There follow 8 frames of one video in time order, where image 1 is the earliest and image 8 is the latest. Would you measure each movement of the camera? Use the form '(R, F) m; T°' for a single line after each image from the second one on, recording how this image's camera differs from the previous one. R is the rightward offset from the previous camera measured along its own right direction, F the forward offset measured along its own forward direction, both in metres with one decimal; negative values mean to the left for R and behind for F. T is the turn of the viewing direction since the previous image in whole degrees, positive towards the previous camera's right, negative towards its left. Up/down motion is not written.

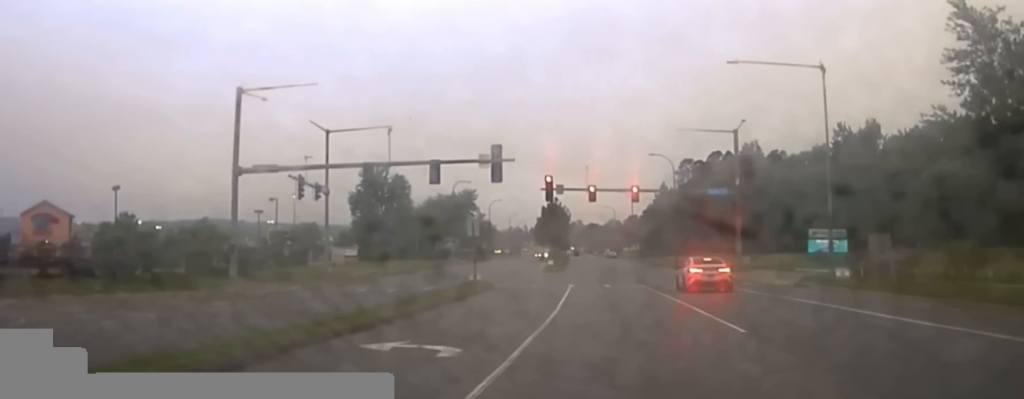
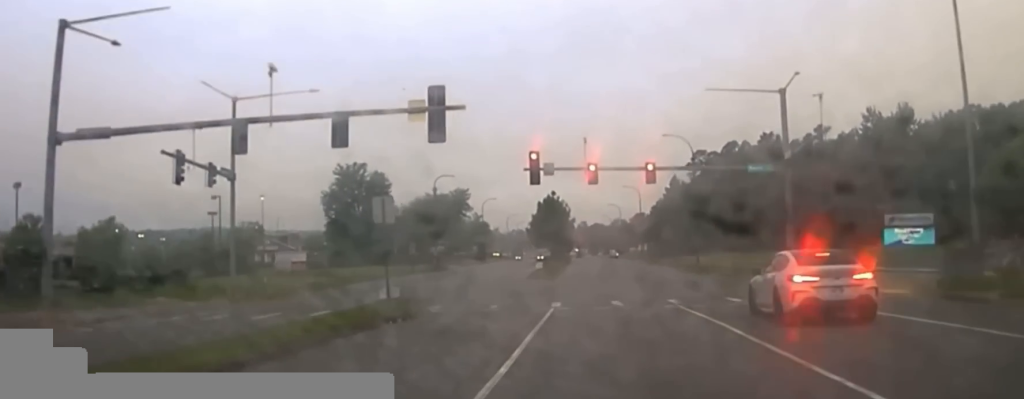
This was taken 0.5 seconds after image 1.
(-0.1, +19.5) m; 0°
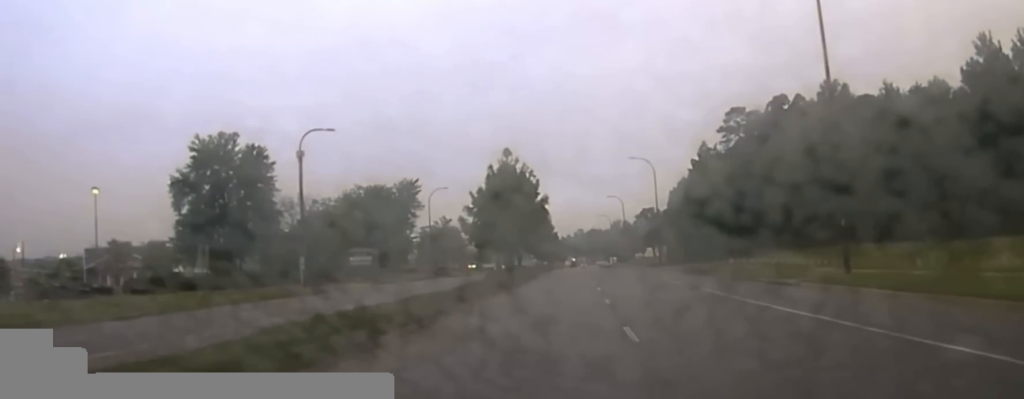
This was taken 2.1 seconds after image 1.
(-0.1, +53.4) m; 0°
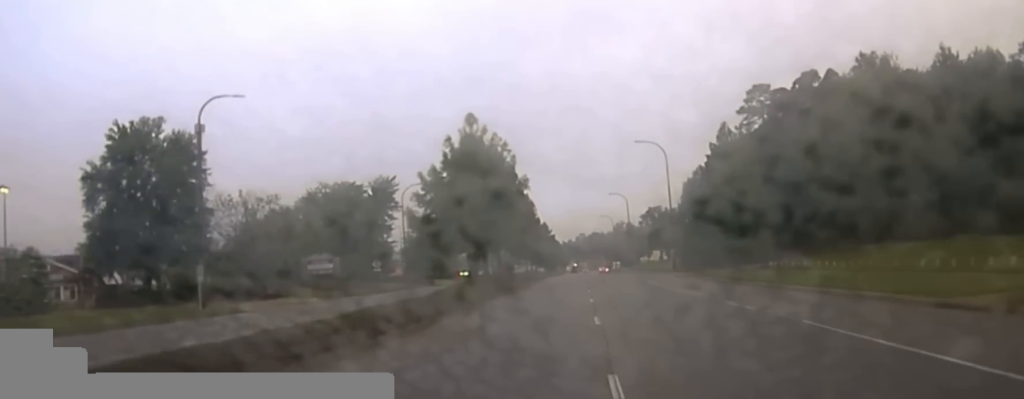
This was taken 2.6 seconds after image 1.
(0.0, +17.0) m; 0°
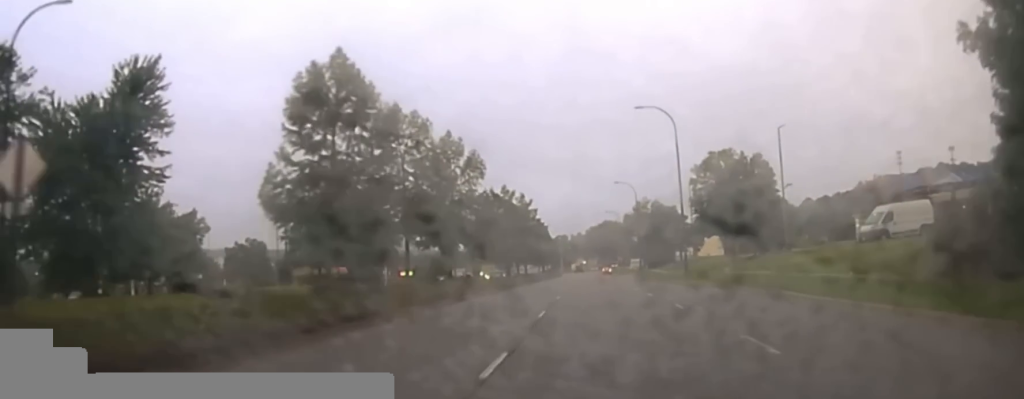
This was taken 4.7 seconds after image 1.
(-0.7, +81.4) m; -1°
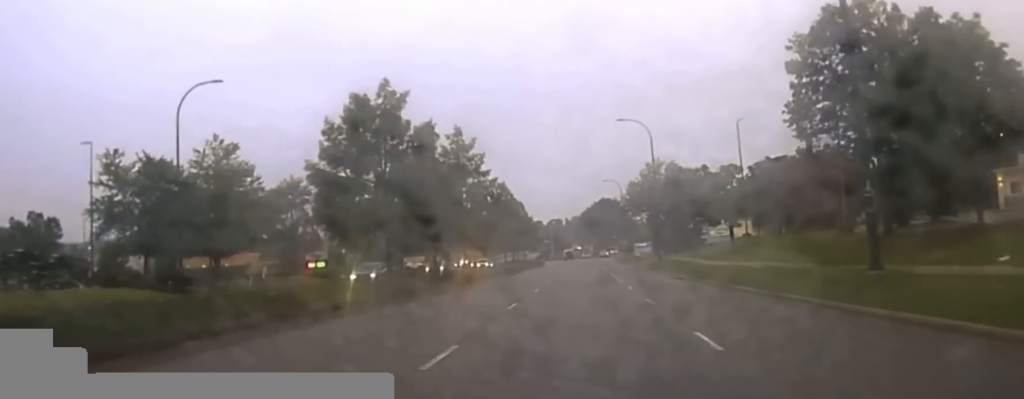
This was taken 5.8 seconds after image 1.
(0.0, +54.9) m; 0°
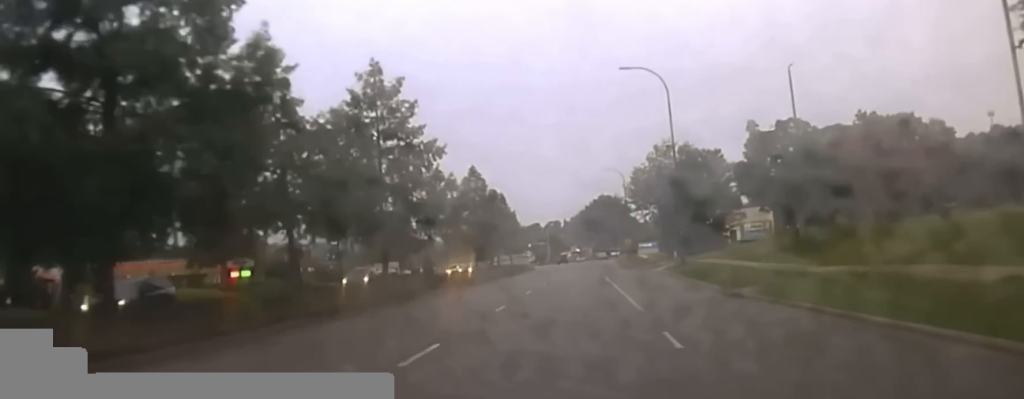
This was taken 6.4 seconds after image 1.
(+0.1, +25.8) m; 0°
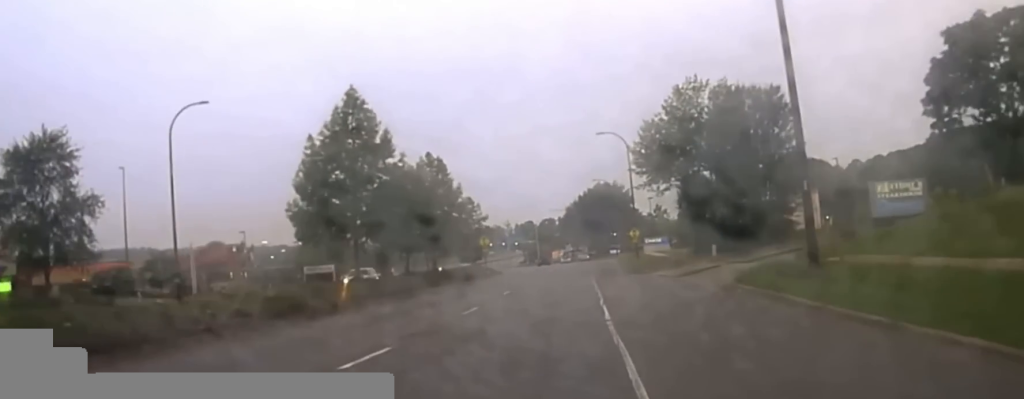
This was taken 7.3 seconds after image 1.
(+0.1, +38.9) m; 0°
